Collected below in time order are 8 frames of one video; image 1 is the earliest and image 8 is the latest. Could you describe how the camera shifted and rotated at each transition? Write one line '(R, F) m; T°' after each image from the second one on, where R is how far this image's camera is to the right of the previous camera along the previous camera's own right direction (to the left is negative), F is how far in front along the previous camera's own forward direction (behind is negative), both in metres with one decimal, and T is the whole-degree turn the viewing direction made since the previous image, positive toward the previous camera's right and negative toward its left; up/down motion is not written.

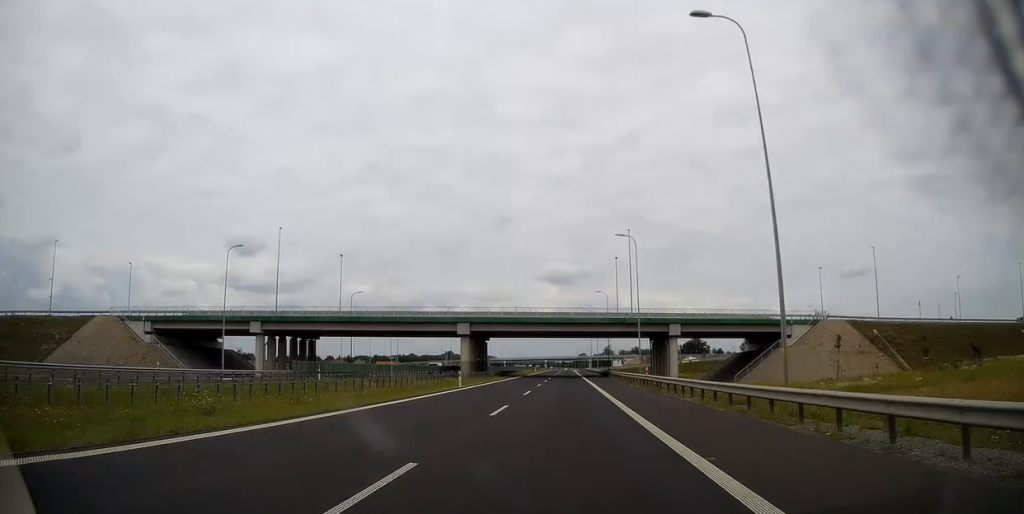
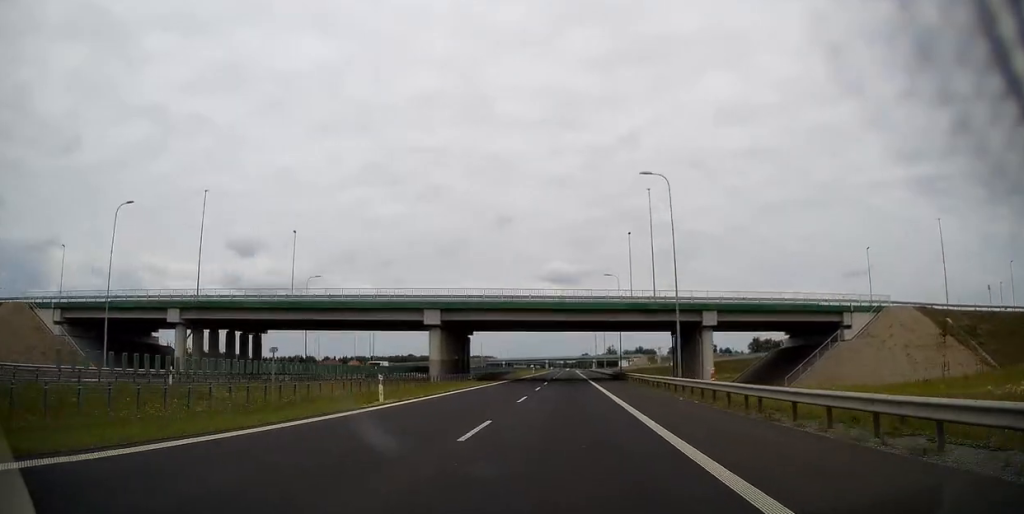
(0.0, +17.3) m; 0°
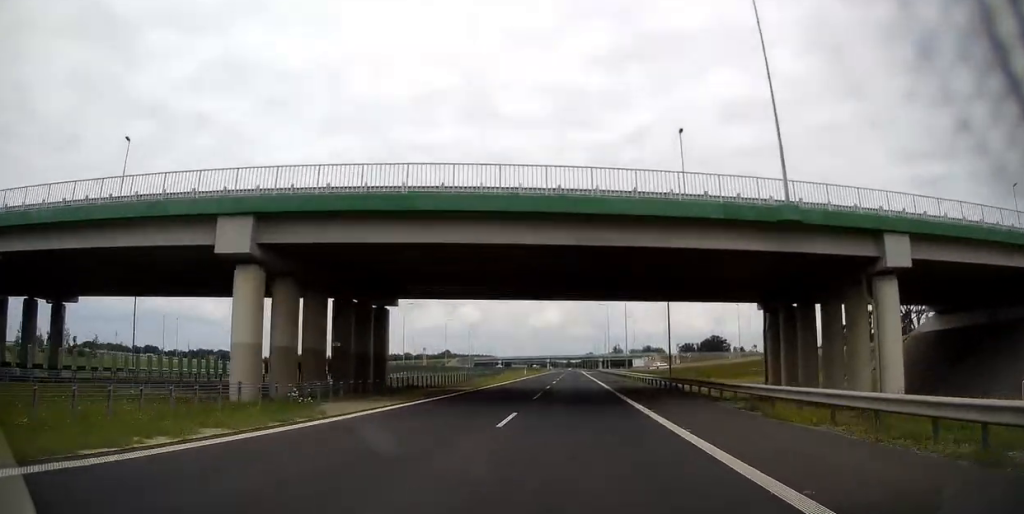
(-0.1, +33.3) m; -1°
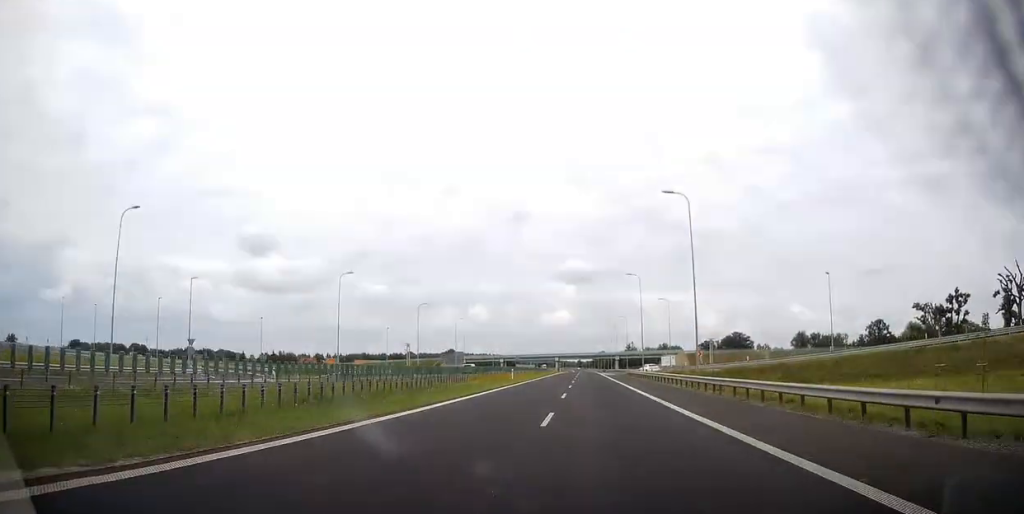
(-0.2, +35.6) m; 0°
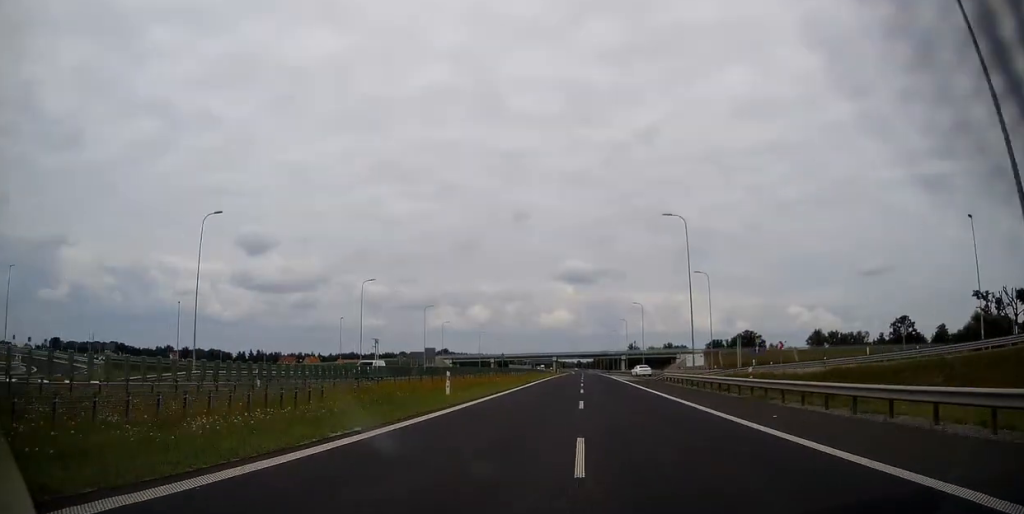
(0.0, +29.8) m; 0°
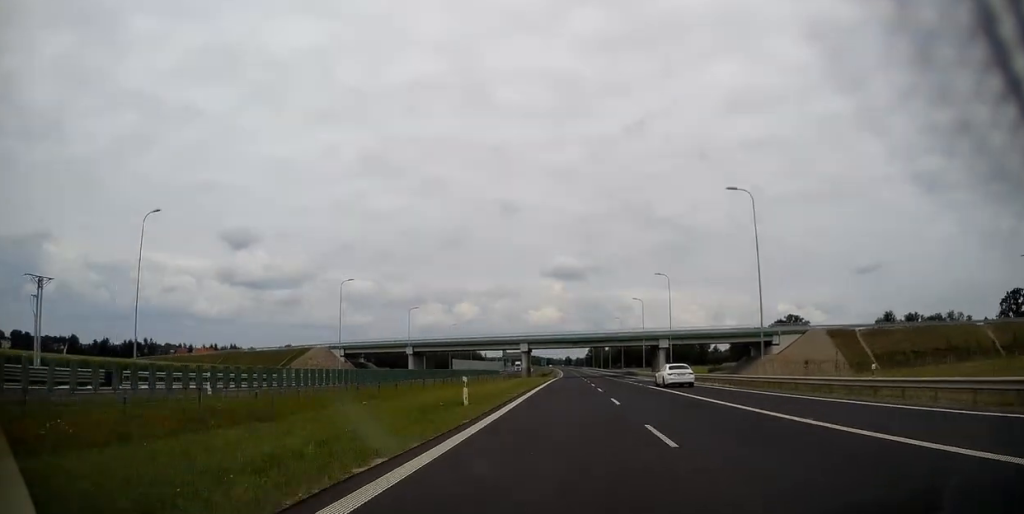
(+0.6, +104.9) m; +1°
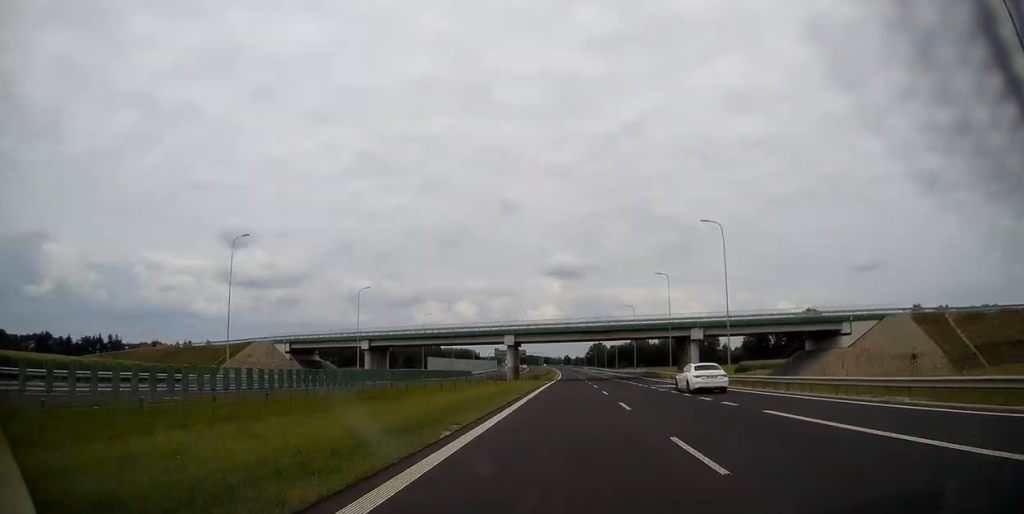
(+0.1, +26.6) m; 0°
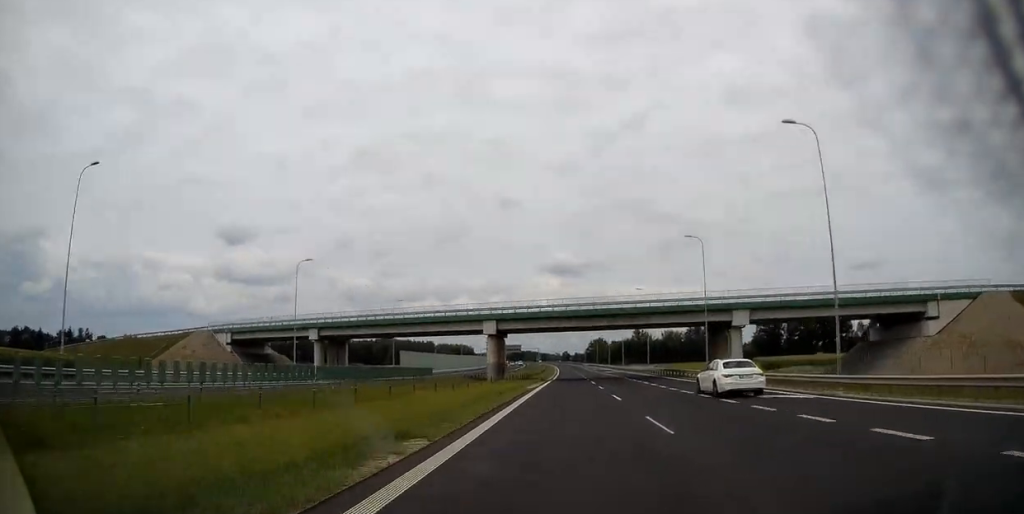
(0.0, +19.6) m; 0°
